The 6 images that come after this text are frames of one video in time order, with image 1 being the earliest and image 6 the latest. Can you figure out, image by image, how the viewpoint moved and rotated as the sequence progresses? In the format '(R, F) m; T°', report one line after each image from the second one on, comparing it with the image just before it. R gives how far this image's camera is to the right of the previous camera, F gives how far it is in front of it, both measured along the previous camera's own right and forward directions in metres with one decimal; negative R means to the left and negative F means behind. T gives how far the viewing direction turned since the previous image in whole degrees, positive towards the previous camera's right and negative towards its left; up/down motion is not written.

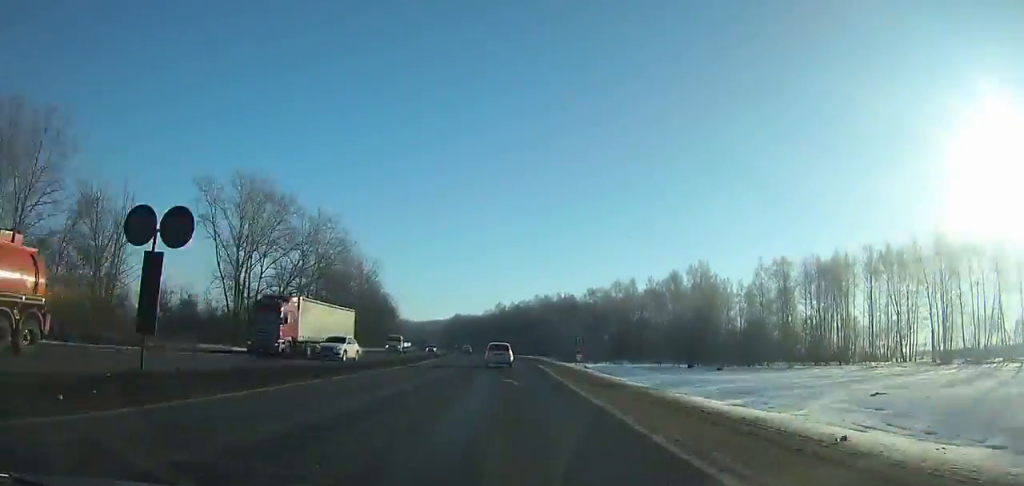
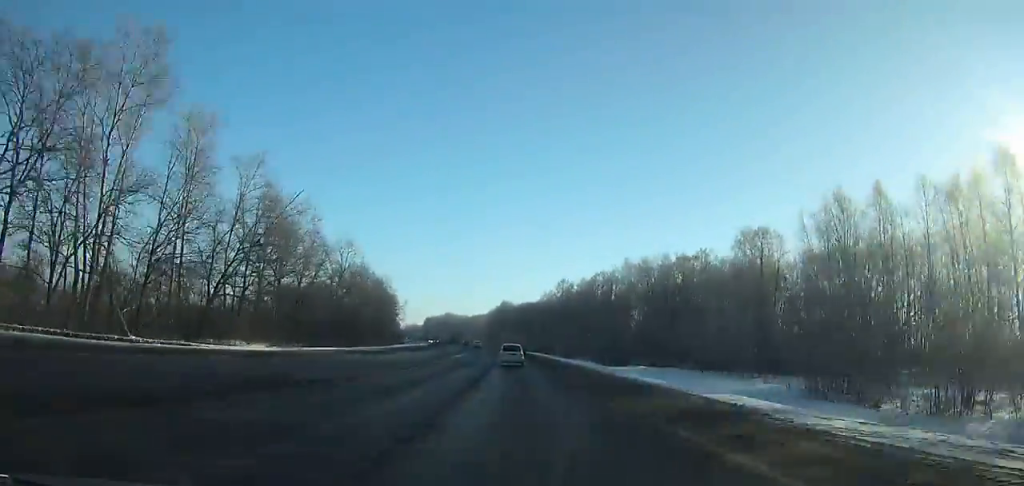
(-3.3, +87.8) m; -4°
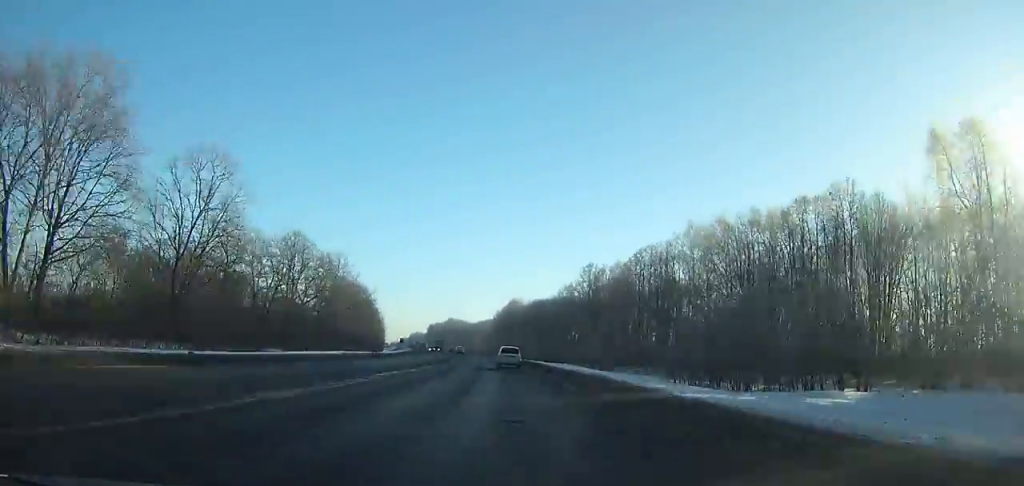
(-0.7, +43.7) m; -3°
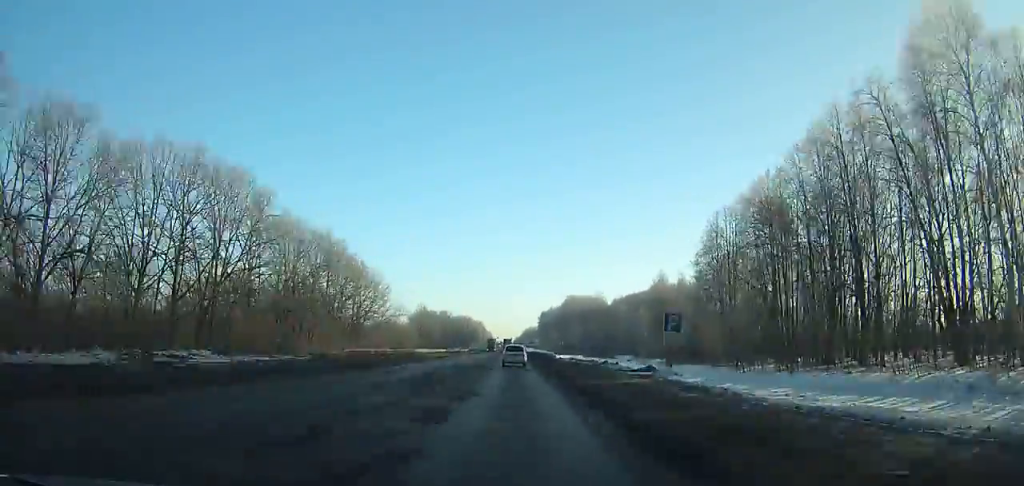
(-16.6, +164.4) m; -9°
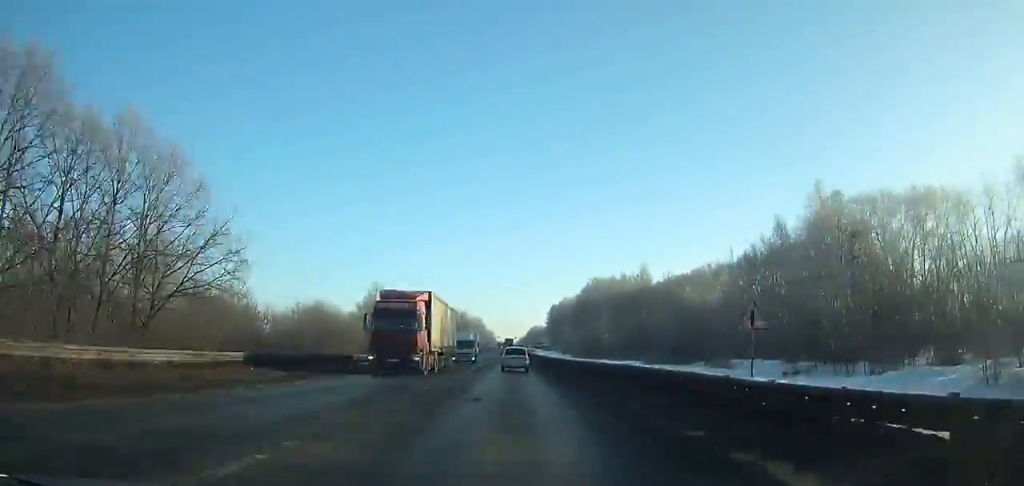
(-0.6, +66.0) m; -1°
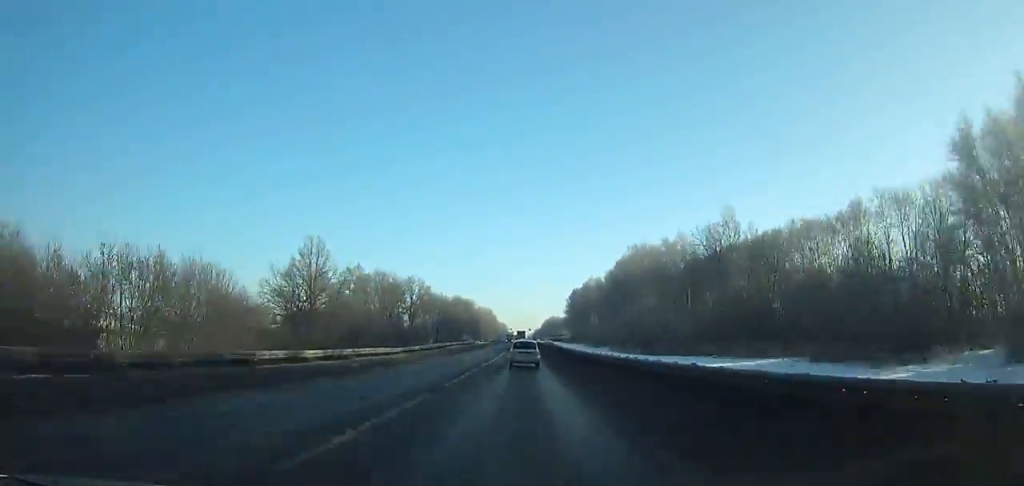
(-0.2, +46.4) m; 0°
